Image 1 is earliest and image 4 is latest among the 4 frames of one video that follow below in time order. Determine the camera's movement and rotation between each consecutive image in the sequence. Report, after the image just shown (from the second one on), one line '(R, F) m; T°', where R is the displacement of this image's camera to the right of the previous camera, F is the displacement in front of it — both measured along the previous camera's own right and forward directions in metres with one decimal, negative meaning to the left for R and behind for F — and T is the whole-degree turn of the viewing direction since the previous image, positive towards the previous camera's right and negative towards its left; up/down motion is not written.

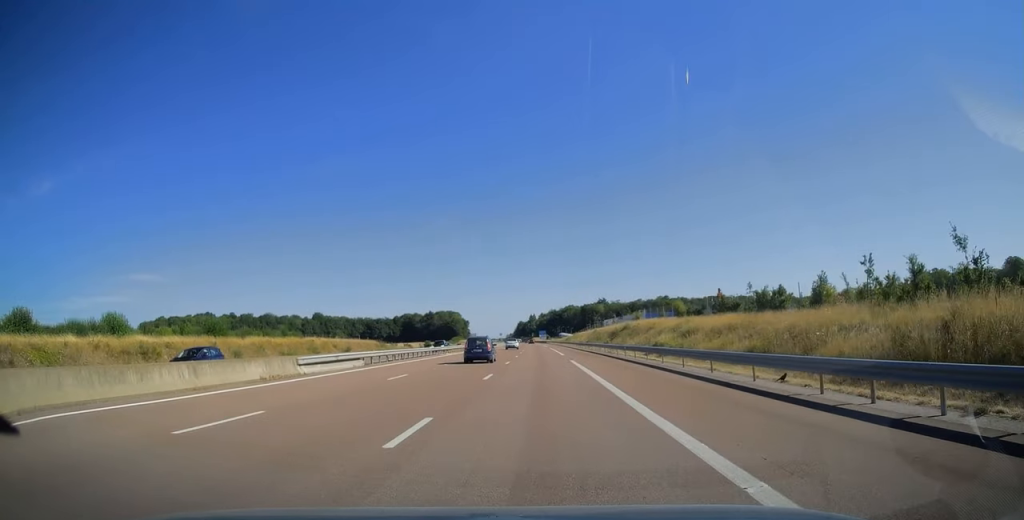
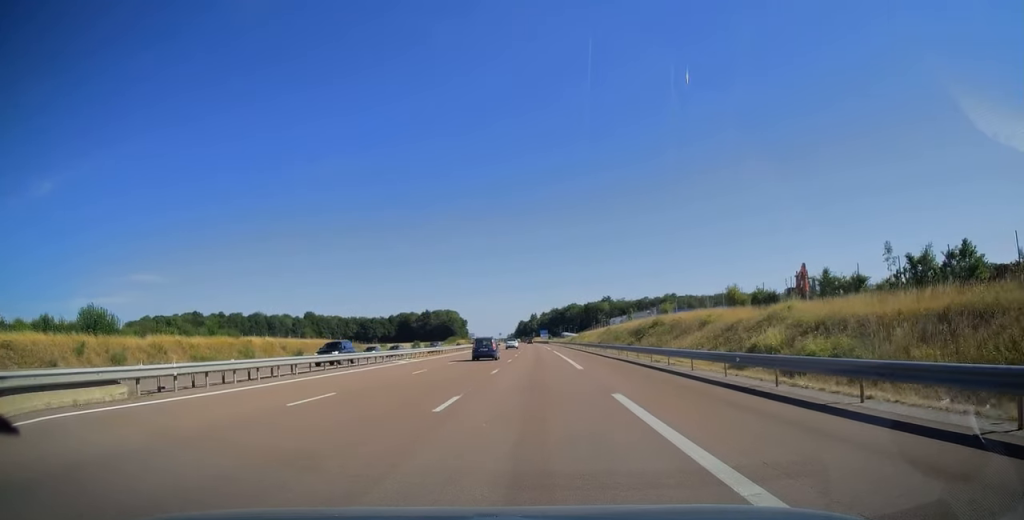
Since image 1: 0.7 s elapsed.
(0.0, +21.7) m; 0°
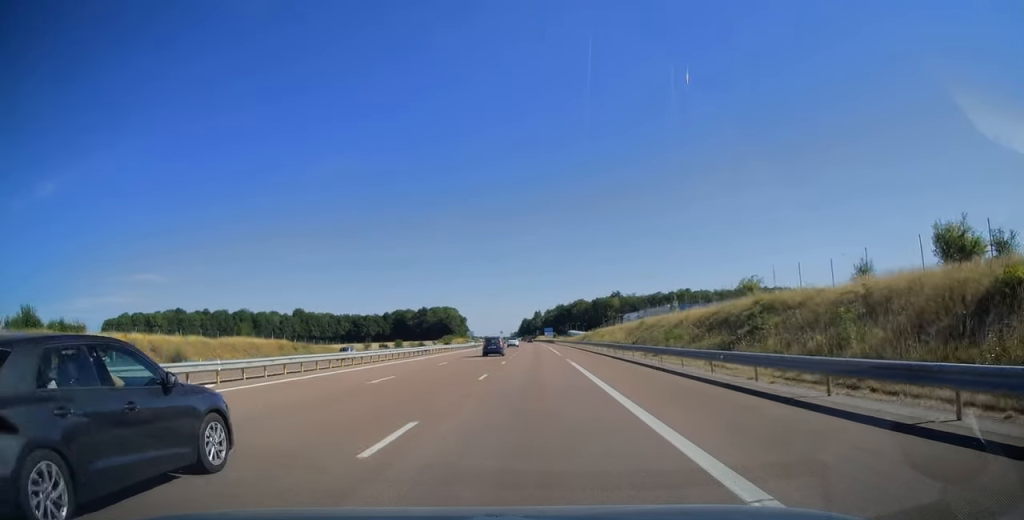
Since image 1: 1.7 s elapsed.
(-0.1, +30.8) m; 0°
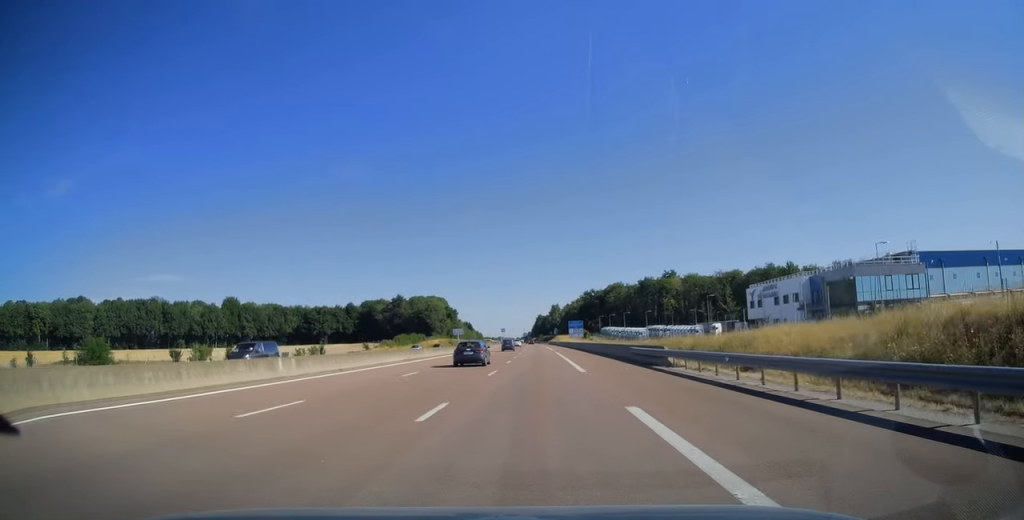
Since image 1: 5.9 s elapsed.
(-2.0, +126.9) m; -2°
